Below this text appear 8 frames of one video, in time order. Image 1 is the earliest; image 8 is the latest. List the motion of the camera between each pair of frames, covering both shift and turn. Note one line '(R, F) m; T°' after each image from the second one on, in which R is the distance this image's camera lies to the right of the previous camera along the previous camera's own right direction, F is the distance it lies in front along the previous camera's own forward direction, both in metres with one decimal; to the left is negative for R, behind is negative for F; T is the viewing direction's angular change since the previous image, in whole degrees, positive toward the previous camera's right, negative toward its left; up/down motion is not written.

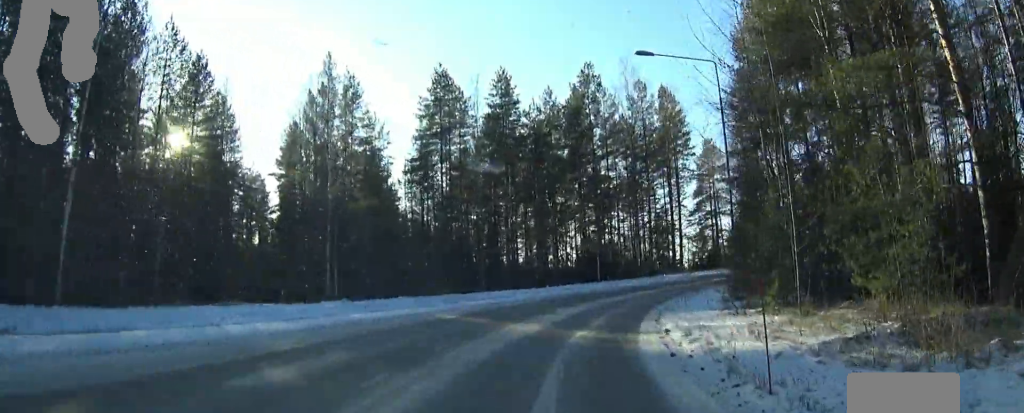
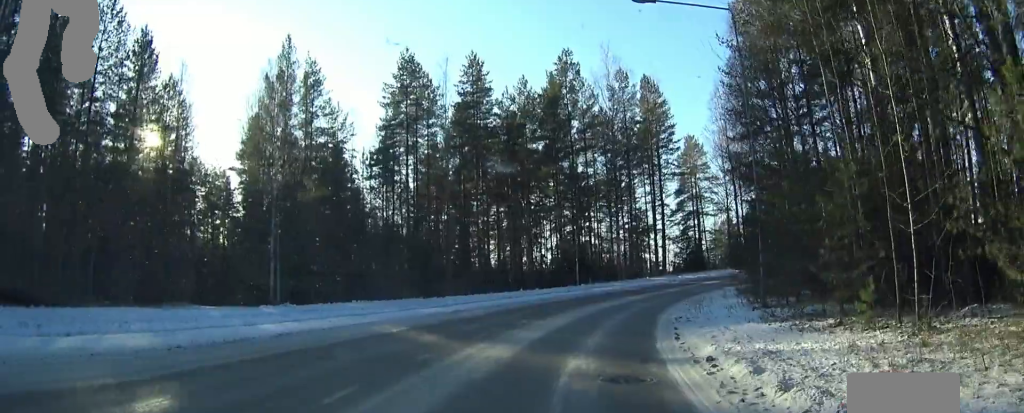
(+0.5, +5.8) m; +4°
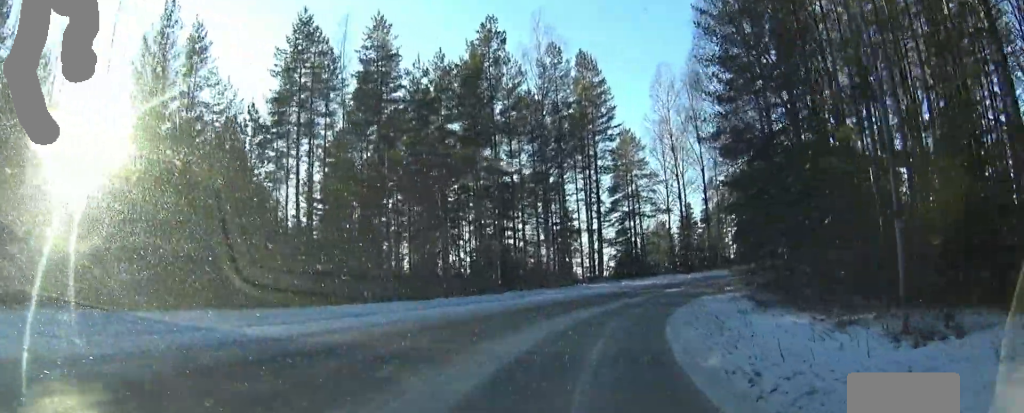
(+1.2, +11.9) m; +5°
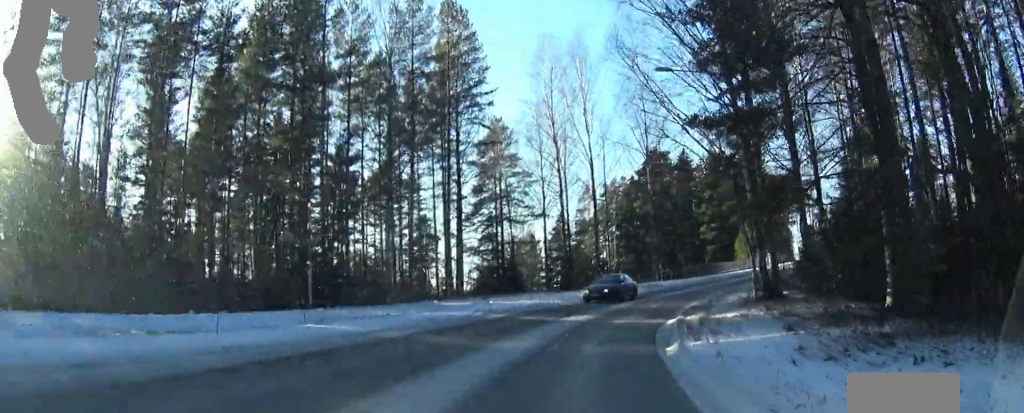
(-0.8, +15.8) m; -4°
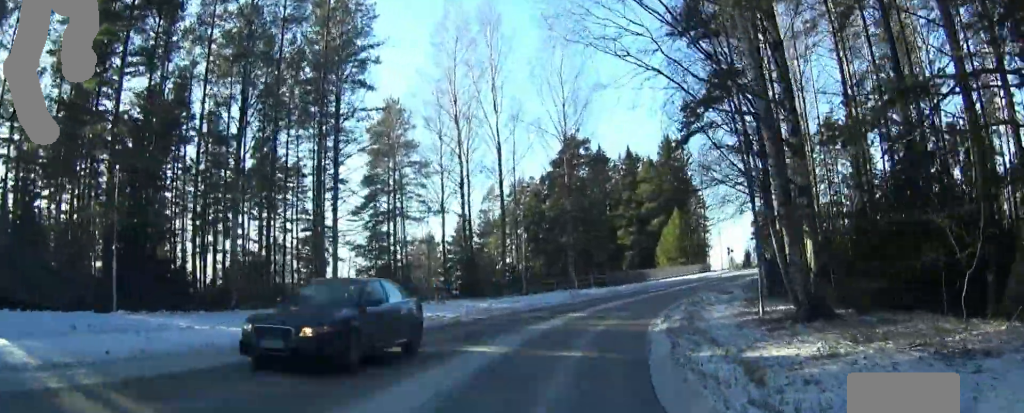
(-0.1, +9.4) m; +8°
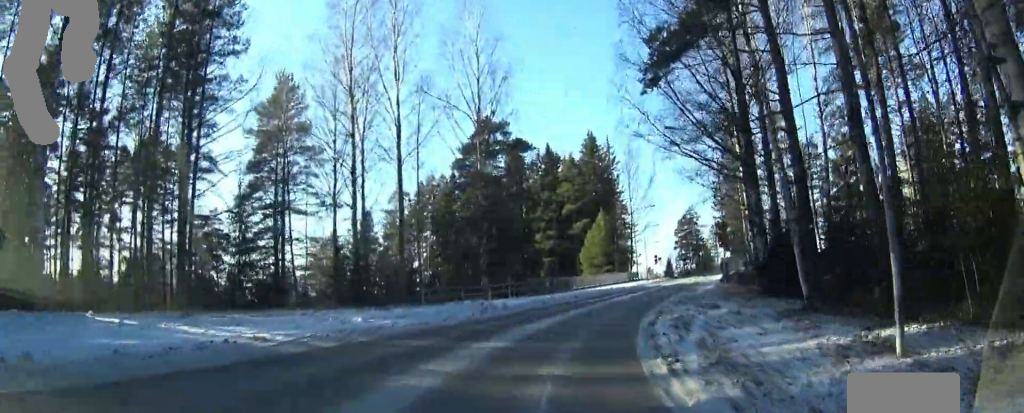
(+0.9, +9.2) m; +16°
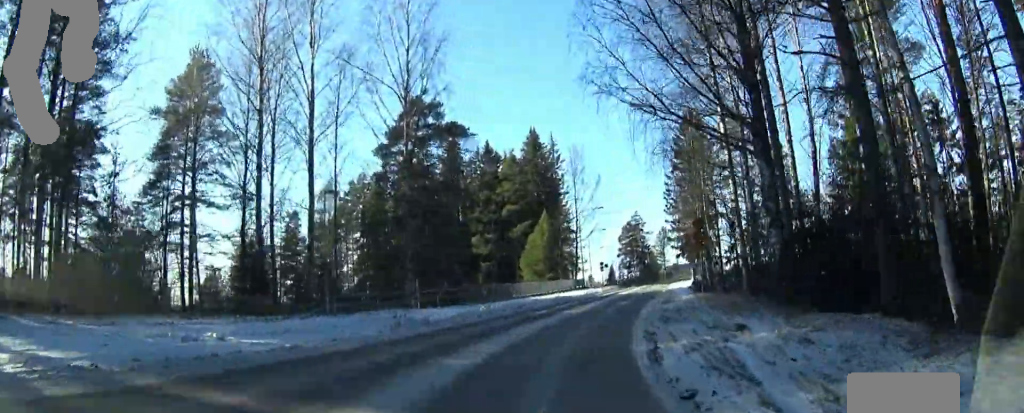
(+1.3, +7.4) m; +10°
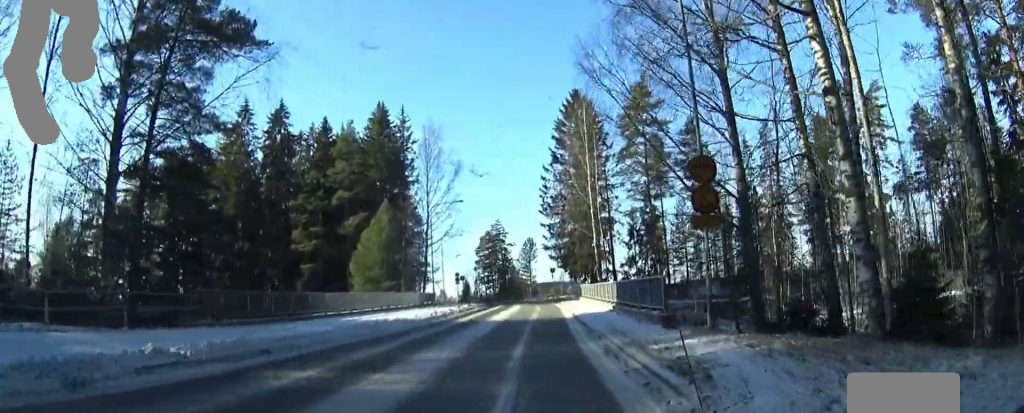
(+1.8, +17.9) m; +9°
